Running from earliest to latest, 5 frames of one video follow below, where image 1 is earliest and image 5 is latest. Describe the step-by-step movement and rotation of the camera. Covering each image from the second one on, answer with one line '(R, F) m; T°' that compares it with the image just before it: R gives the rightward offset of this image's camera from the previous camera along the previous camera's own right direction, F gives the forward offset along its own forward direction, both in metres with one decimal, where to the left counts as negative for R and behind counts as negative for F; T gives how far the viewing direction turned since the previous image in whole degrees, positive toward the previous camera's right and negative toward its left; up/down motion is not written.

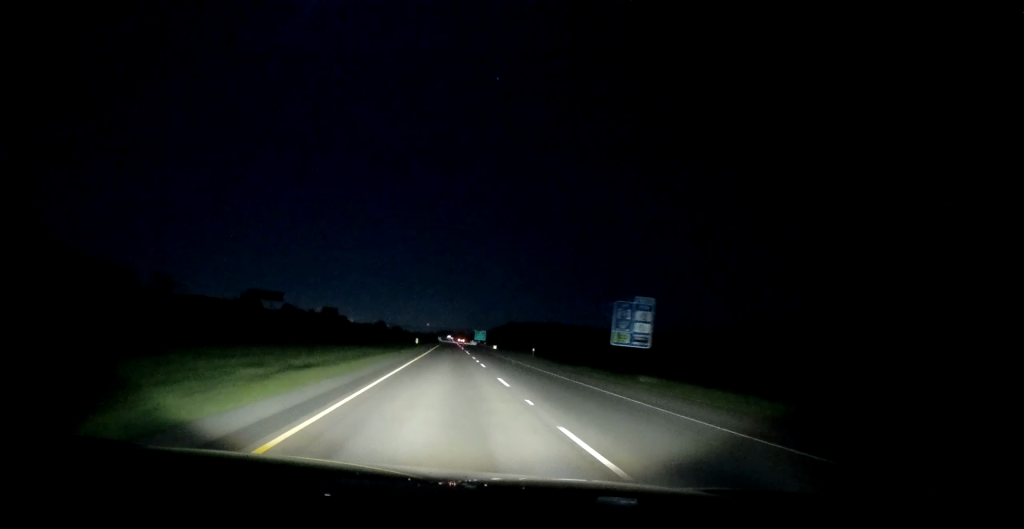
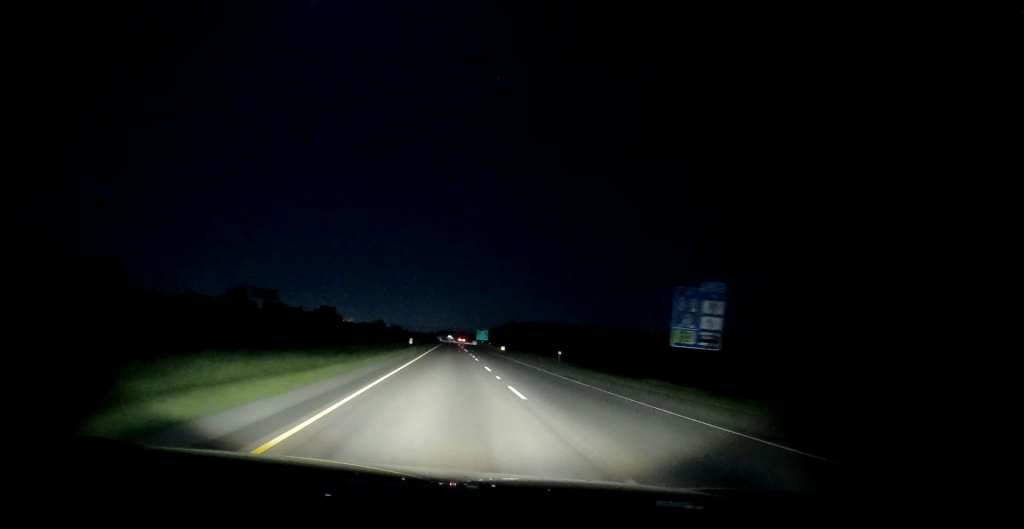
(-0.2, +16.0) m; 0°
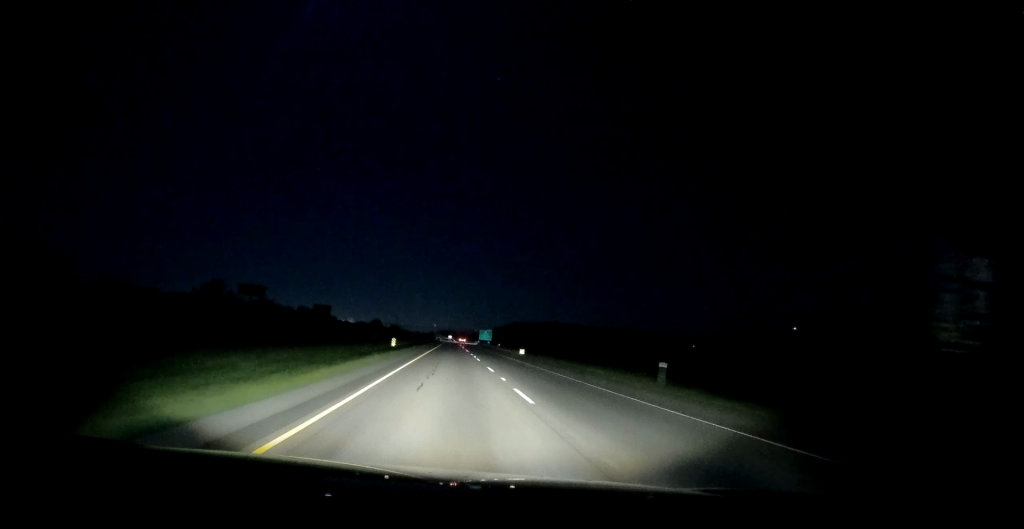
(+0.1, +25.6) m; 0°
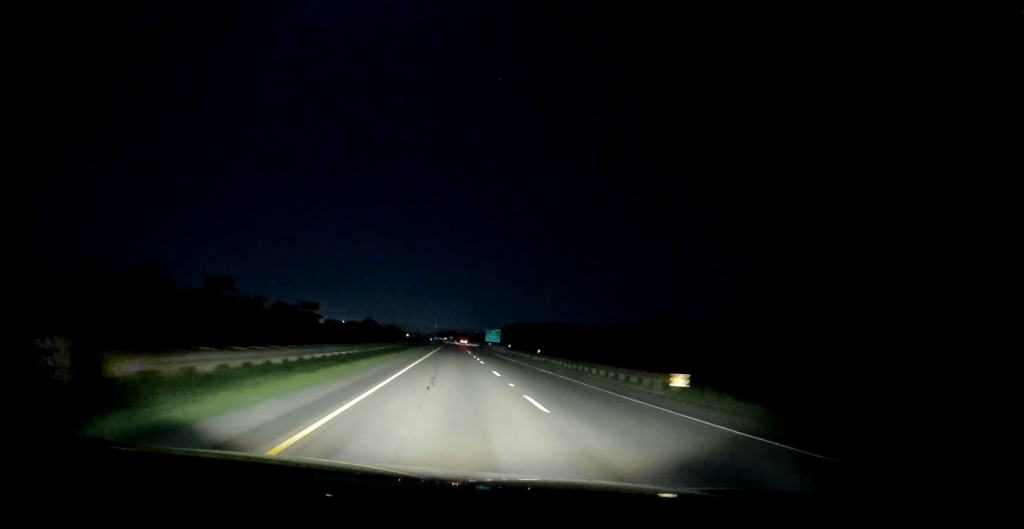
(+0.3, +50.0) m; 0°
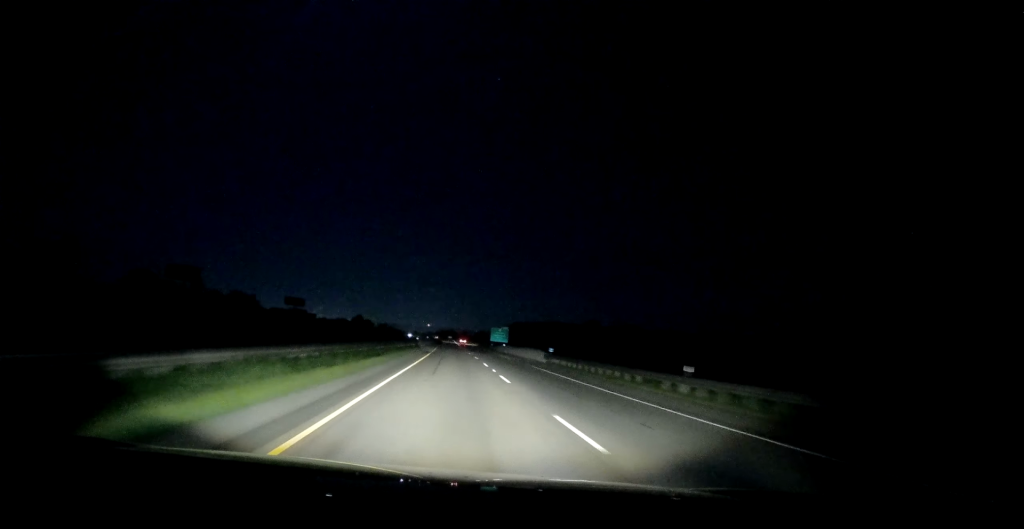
(+0.2, +41.7) m; 0°
